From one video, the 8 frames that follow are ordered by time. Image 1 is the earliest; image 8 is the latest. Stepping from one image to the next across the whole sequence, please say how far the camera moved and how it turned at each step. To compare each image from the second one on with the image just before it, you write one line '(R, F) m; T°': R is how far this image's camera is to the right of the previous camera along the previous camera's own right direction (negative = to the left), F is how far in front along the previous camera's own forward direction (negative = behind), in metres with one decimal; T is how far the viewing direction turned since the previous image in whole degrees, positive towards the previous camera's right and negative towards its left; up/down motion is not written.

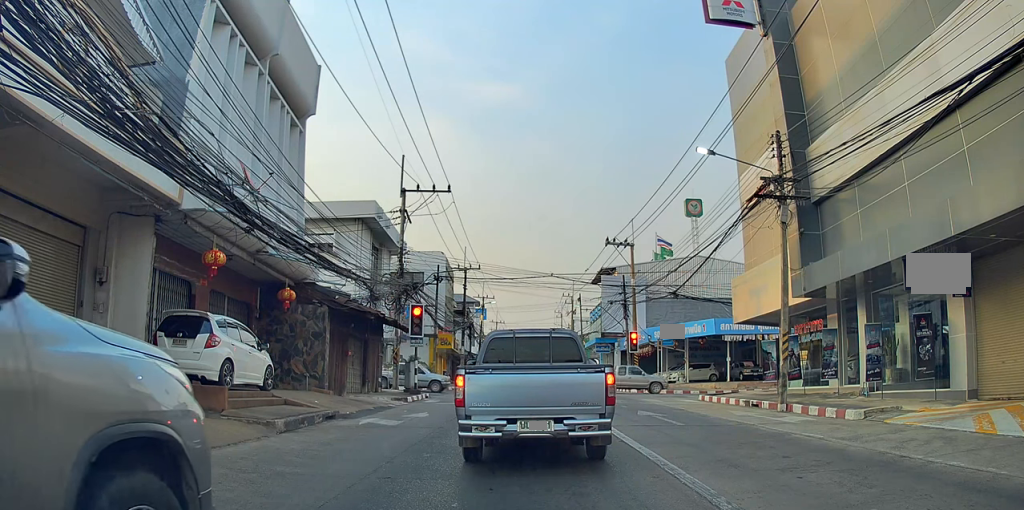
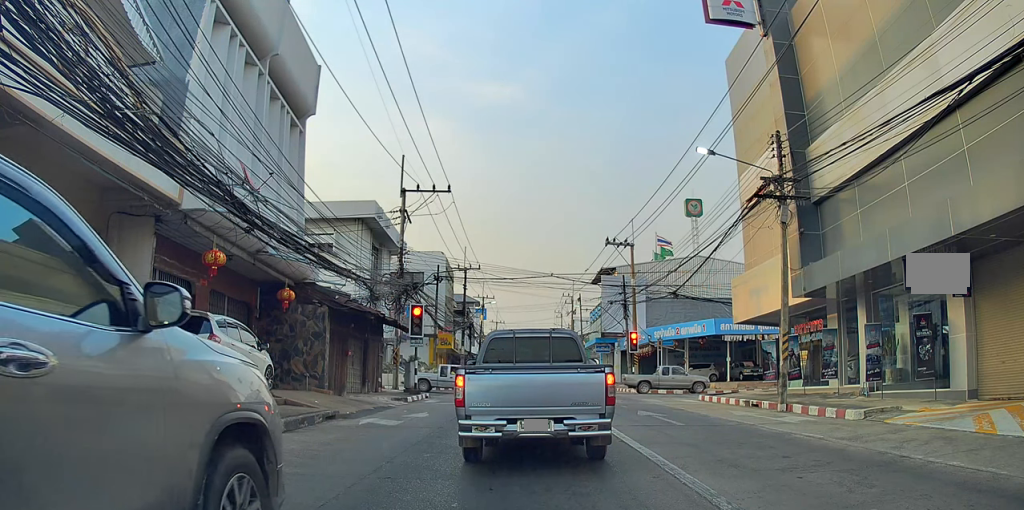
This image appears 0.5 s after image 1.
(0.0, 0.0) m; 0°
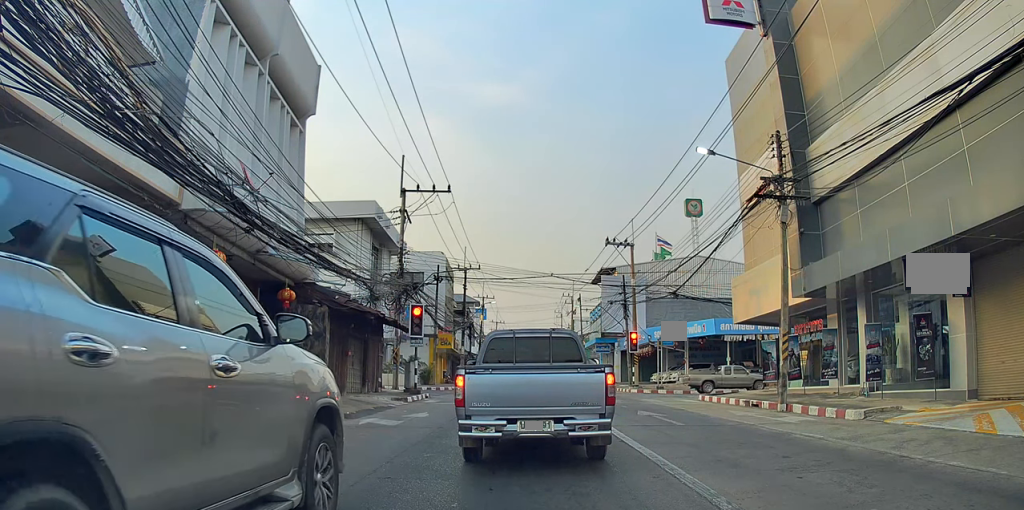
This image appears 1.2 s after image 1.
(0.0, 0.0) m; 0°
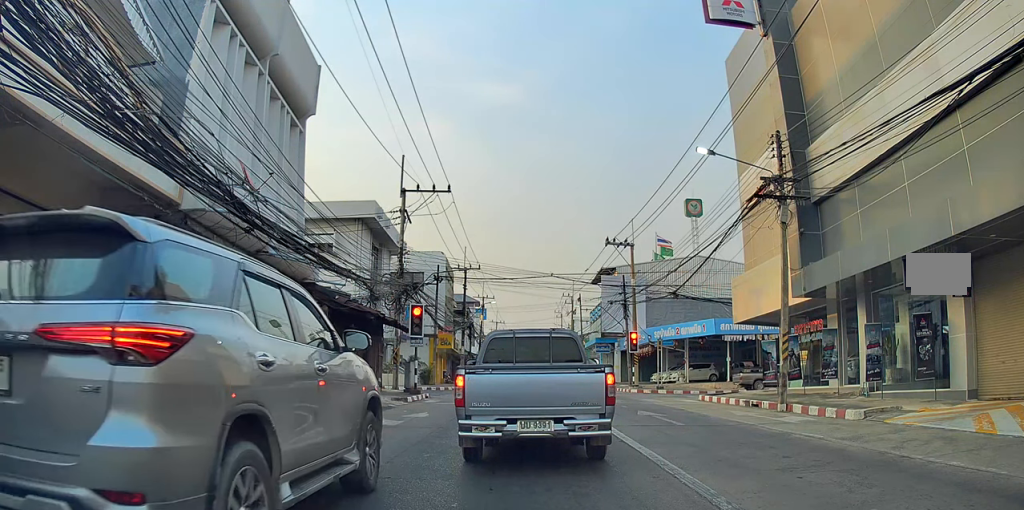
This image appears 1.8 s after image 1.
(0.0, 0.0) m; 0°
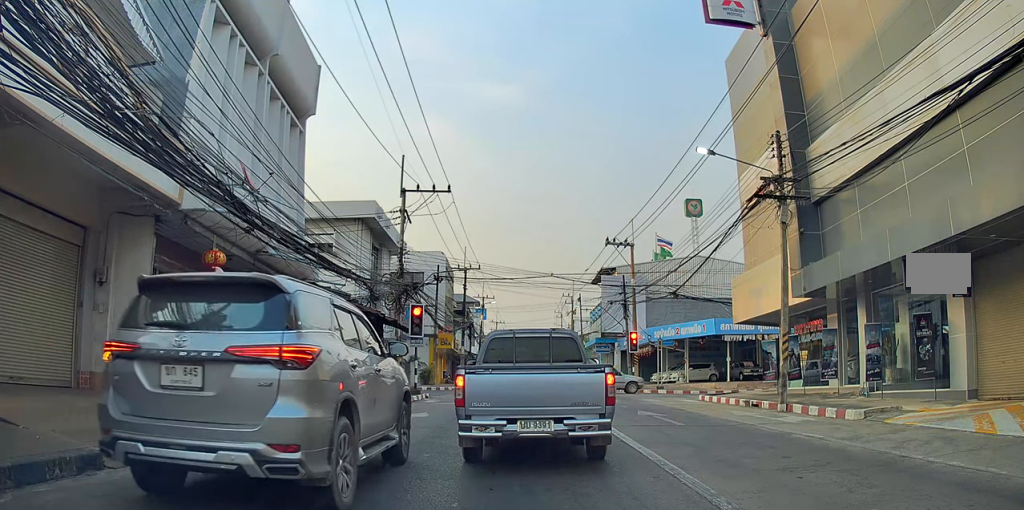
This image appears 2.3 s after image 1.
(0.0, 0.0) m; 0°
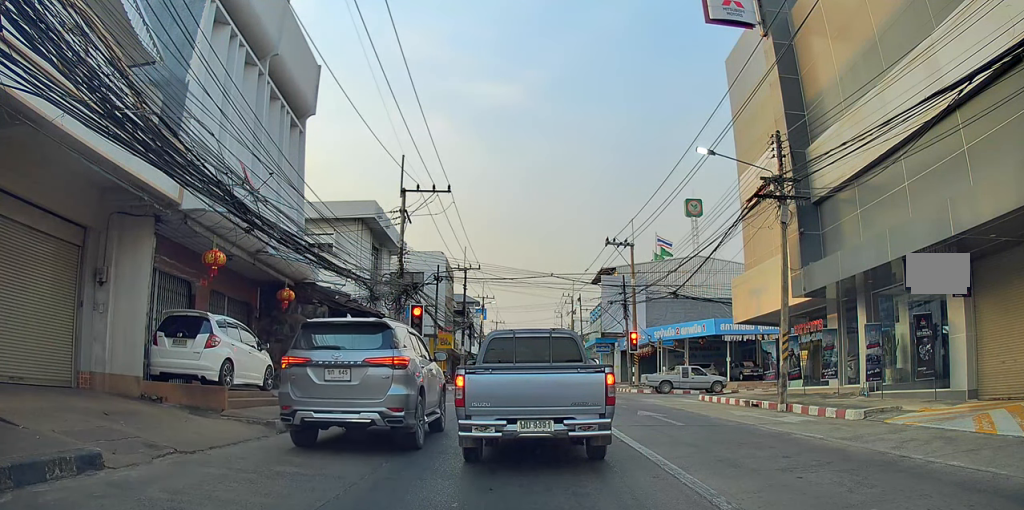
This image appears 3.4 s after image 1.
(0.0, 0.0) m; 0°
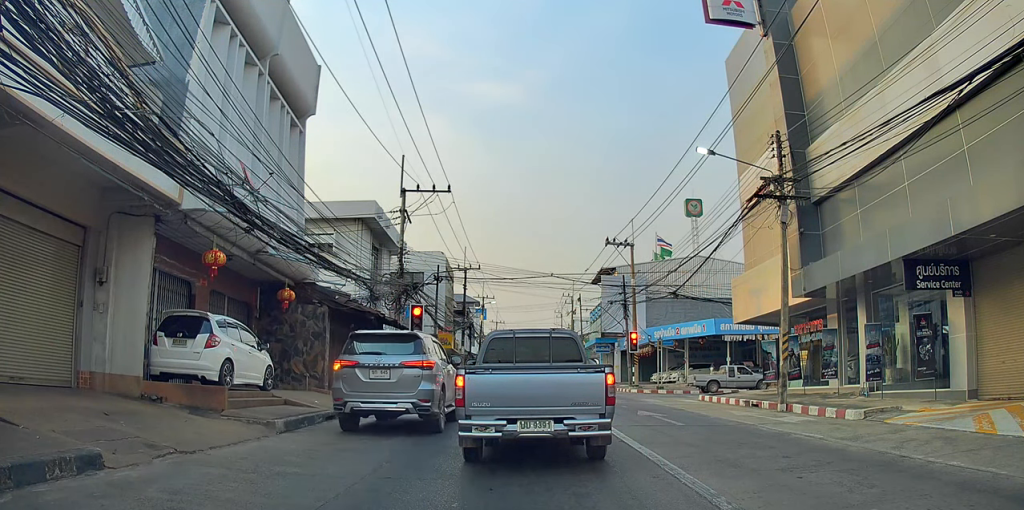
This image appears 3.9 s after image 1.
(0.0, 0.0) m; 0°
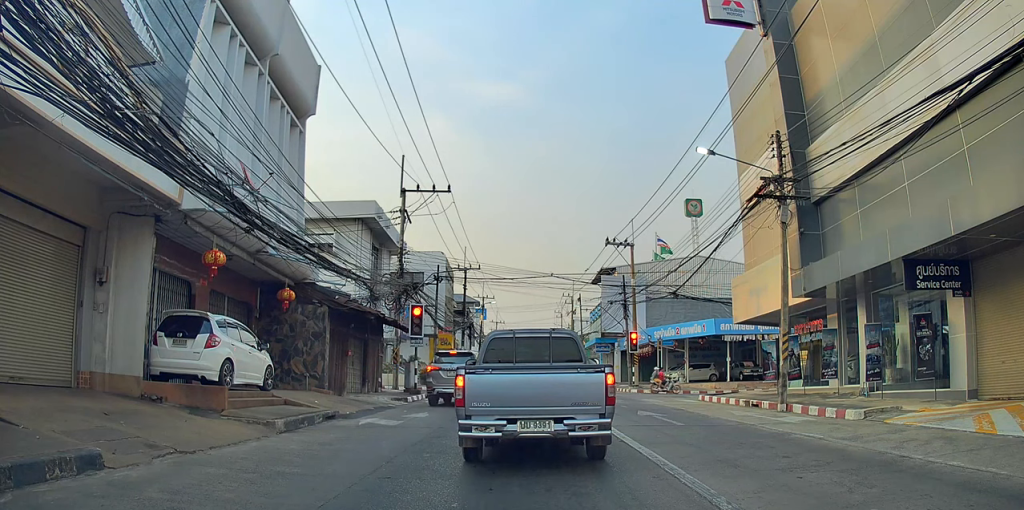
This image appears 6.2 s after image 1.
(0.0, 0.0) m; 0°
